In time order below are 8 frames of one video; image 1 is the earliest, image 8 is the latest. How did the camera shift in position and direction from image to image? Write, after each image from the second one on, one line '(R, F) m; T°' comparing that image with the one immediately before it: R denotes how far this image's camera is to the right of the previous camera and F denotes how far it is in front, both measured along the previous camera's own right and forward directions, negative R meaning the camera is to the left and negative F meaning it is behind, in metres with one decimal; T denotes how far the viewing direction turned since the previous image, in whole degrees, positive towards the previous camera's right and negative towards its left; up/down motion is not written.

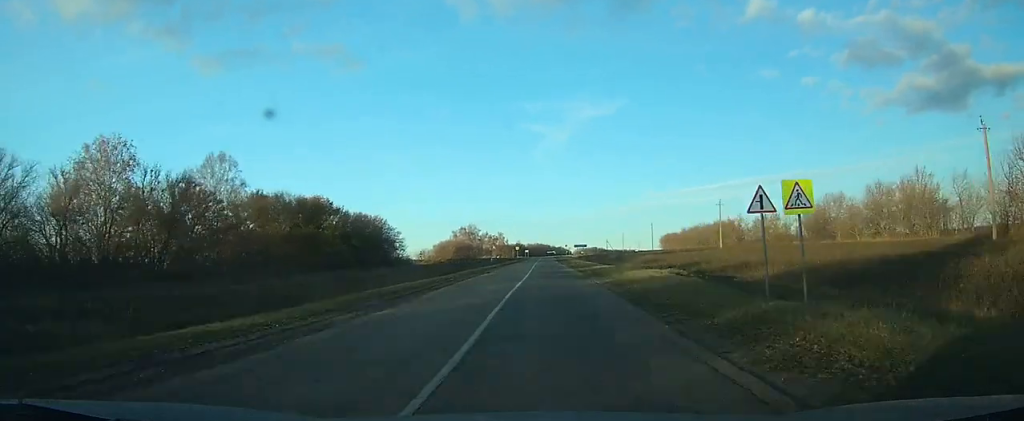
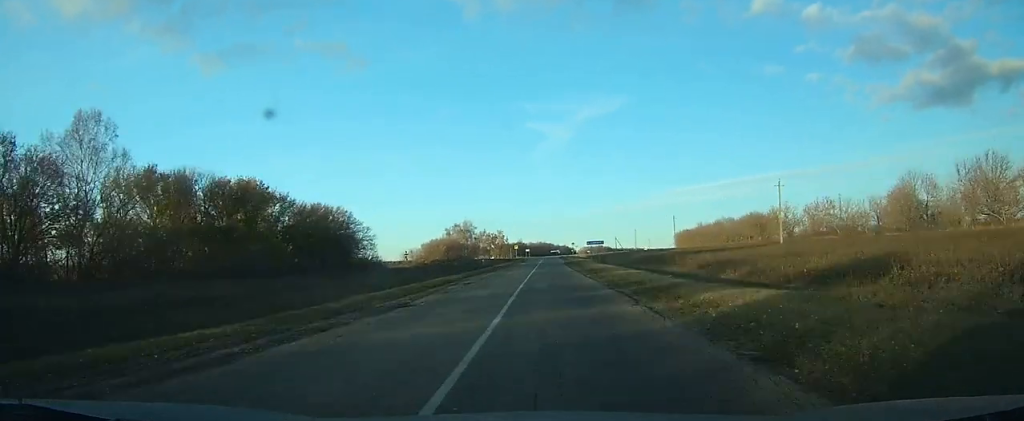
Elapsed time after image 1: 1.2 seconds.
(0.0, +26.8) m; 0°
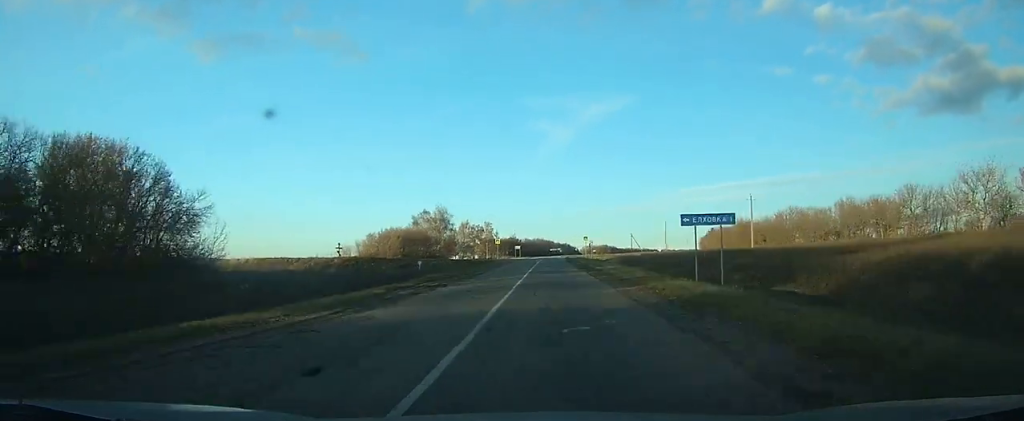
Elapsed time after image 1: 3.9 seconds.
(-0.1, +59.0) m; 0°
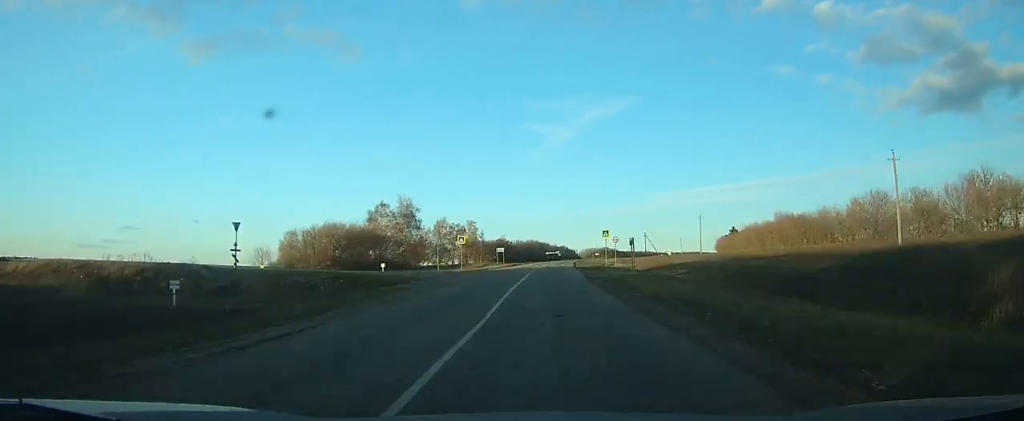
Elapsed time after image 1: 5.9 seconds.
(+0.1, +47.1) m; 0°
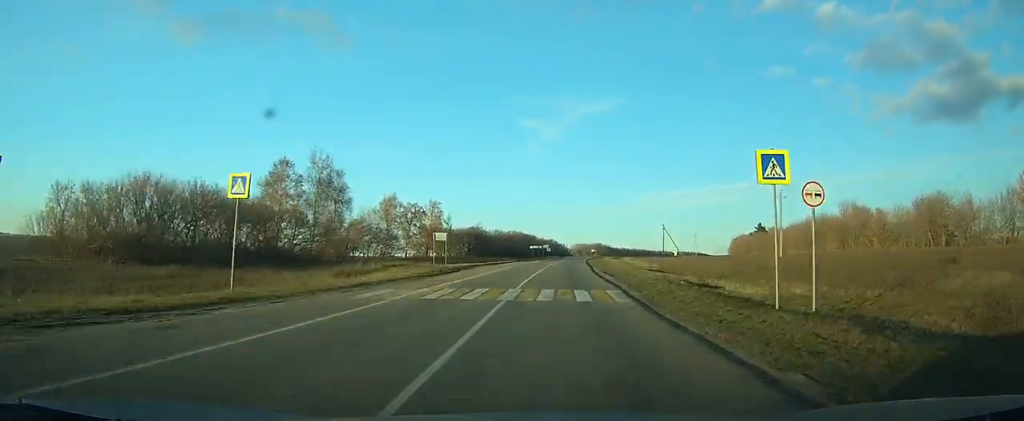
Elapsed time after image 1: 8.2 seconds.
(+0.3, +53.7) m; +2°
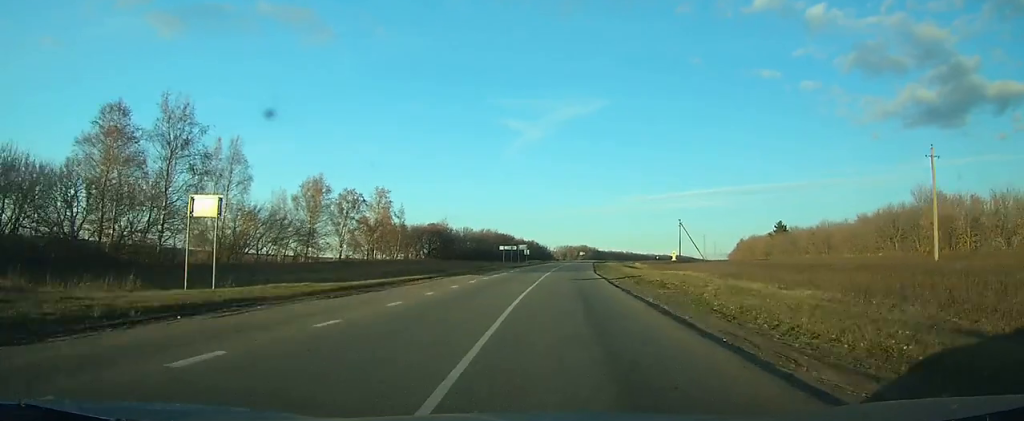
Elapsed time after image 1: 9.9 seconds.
(+0.5, +38.1) m; +2°
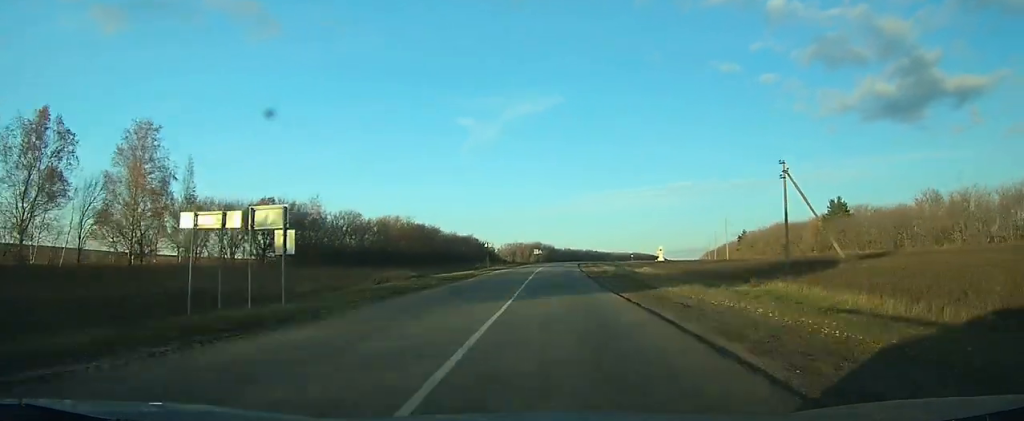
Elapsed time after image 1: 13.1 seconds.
(+3.4, +66.8) m; +5°
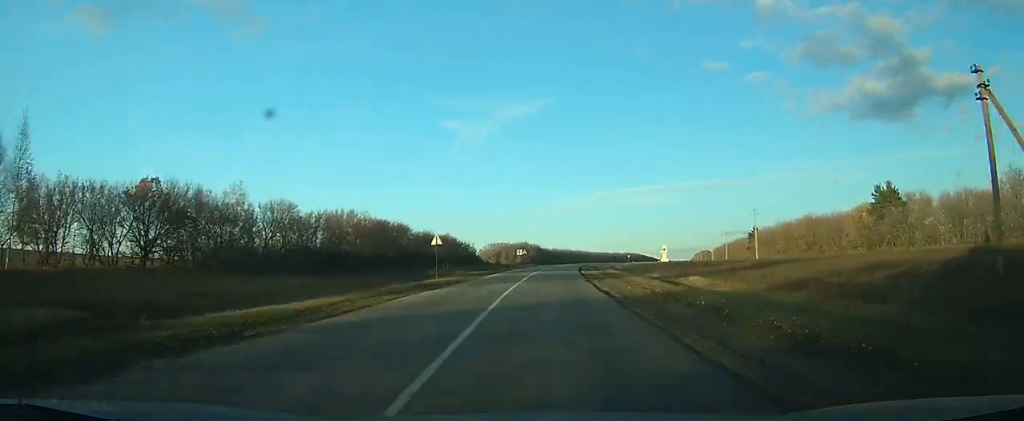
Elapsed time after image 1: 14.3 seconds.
(+0.3, +24.4) m; +1°
